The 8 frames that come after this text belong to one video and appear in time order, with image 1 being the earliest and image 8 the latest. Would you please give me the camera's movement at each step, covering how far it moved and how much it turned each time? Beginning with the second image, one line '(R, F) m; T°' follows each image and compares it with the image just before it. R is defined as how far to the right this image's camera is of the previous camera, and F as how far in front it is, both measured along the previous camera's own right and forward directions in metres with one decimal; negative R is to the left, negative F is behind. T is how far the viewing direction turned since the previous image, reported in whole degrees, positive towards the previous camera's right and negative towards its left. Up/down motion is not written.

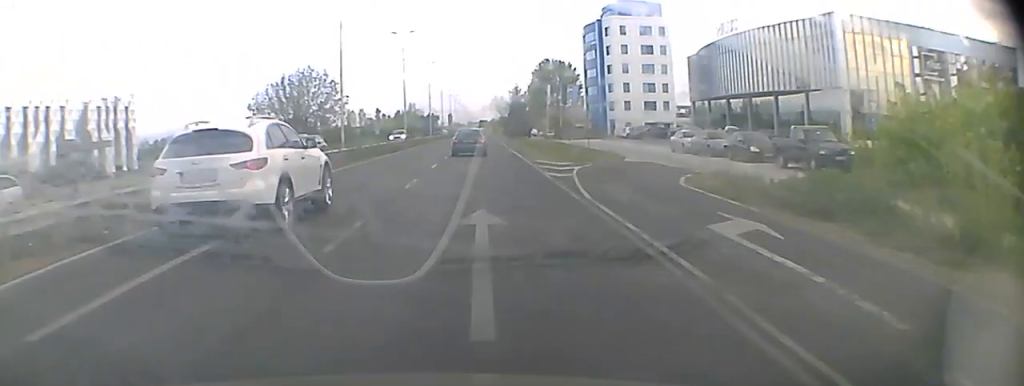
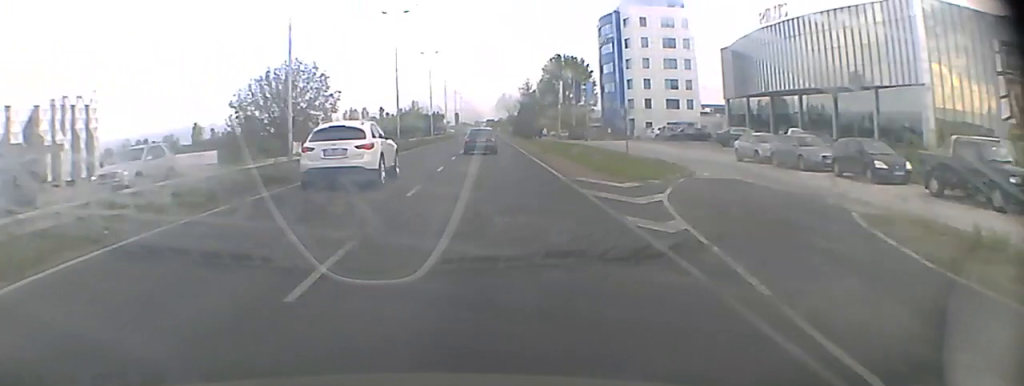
(0.0, +11.1) m; 0°
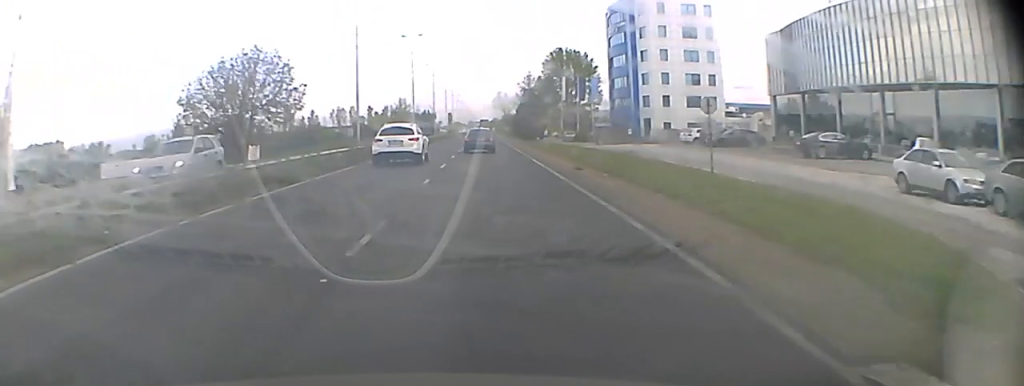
(0.0, +15.8) m; 0°
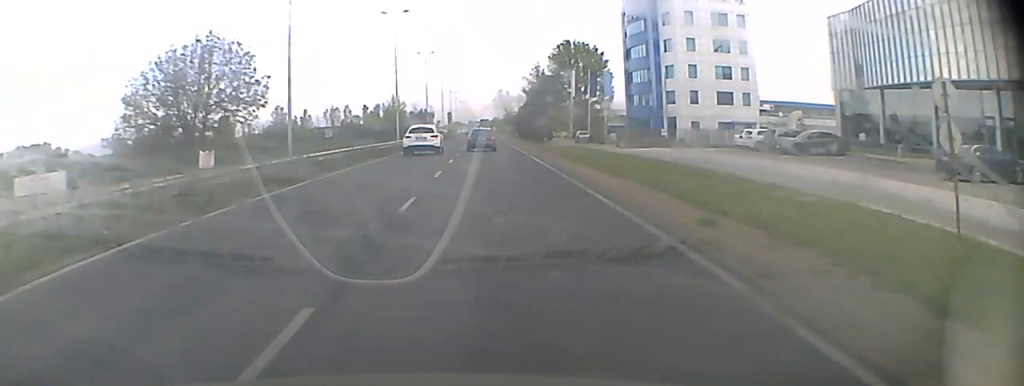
(0.0, +14.0) m; 0°
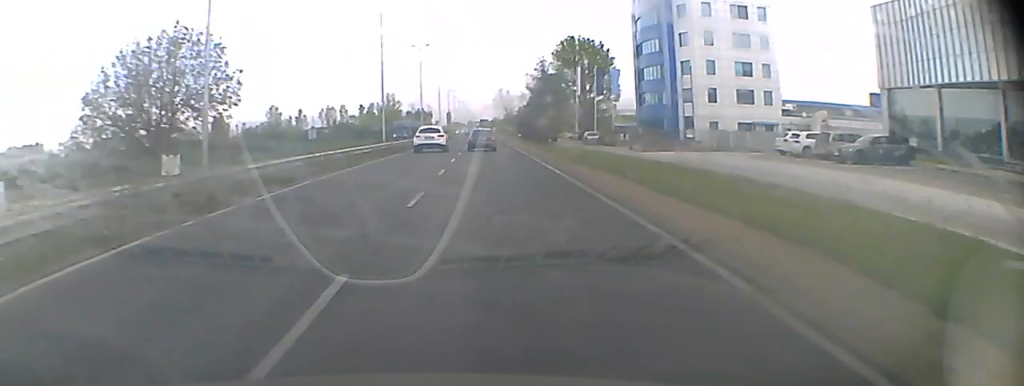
(0.0, +7.7) m; 0°
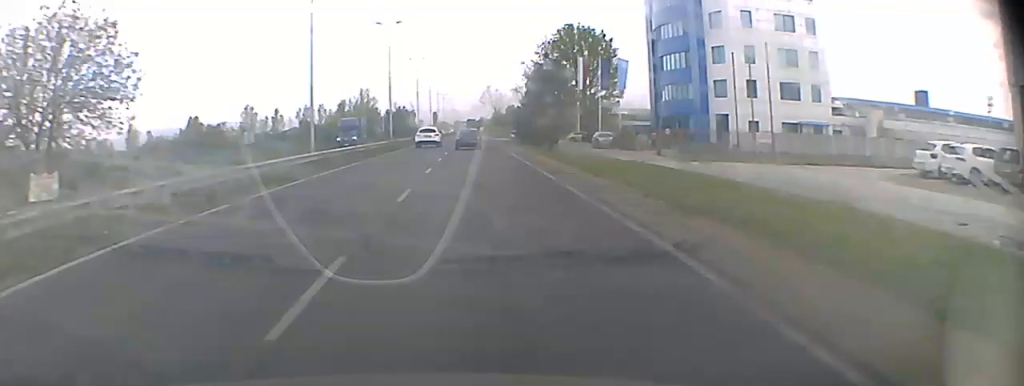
(0.0, +16.7) m; 0°
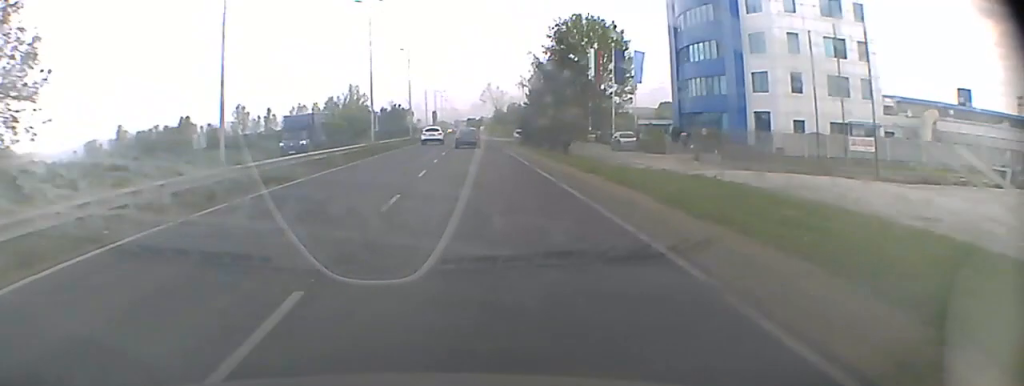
(0.0, +10.4) m; 0°
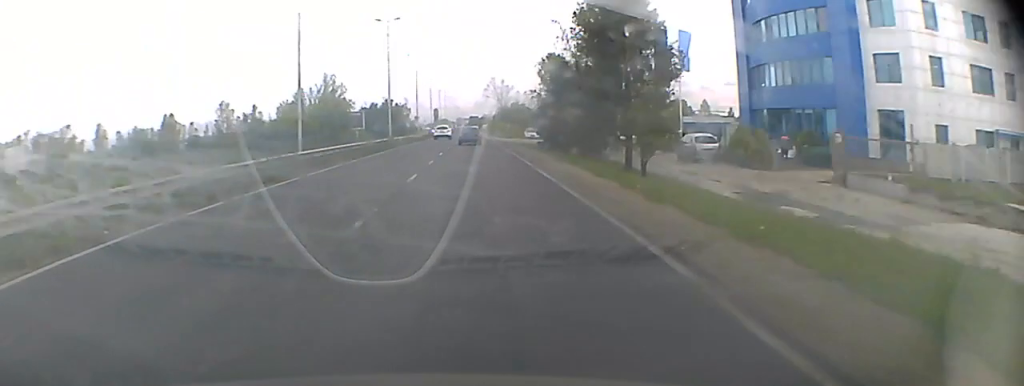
(0.0, +21.9) m; 0°
